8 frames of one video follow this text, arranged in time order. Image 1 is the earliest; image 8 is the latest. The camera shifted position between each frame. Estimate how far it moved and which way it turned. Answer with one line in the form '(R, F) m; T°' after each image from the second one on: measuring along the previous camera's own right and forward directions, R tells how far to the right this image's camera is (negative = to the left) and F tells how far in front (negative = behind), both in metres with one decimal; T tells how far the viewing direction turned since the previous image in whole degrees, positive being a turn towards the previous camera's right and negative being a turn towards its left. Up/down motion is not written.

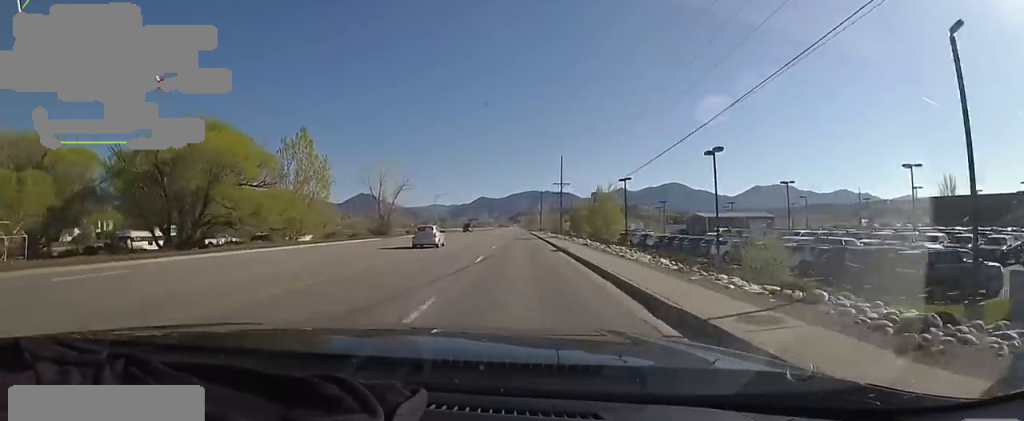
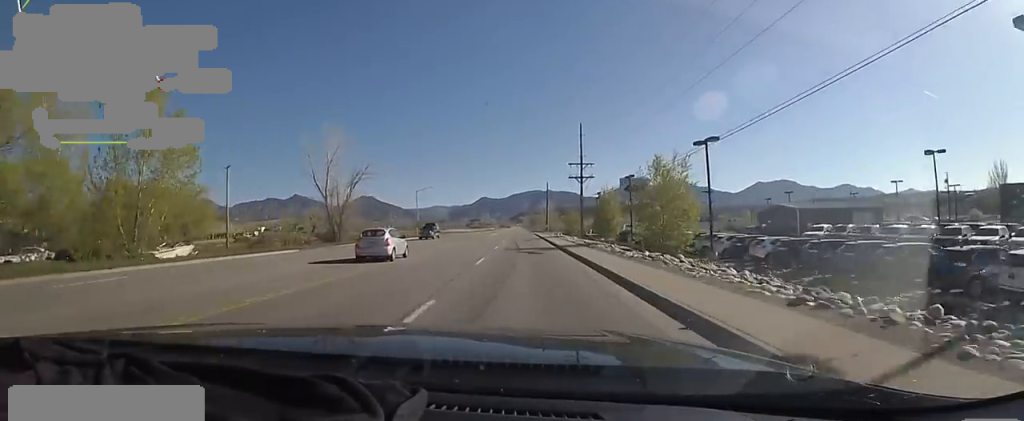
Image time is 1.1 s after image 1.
(0.0, +24.5) m; 0°
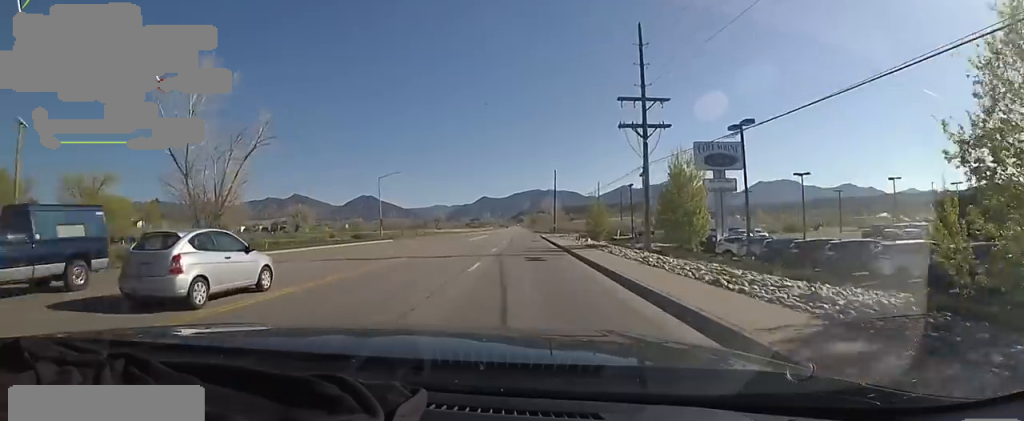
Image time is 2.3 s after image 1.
(0.0, +28.0) m; -1°
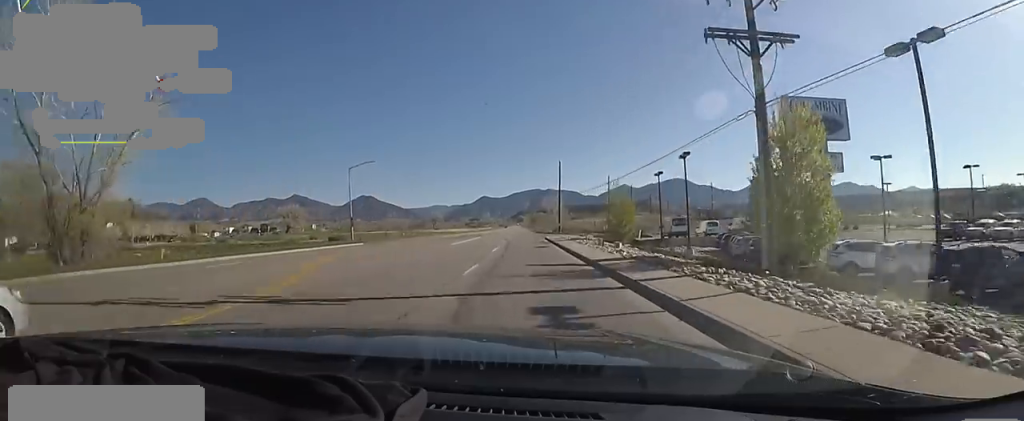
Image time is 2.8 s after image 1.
(-0.2, +13.5) m; 0°
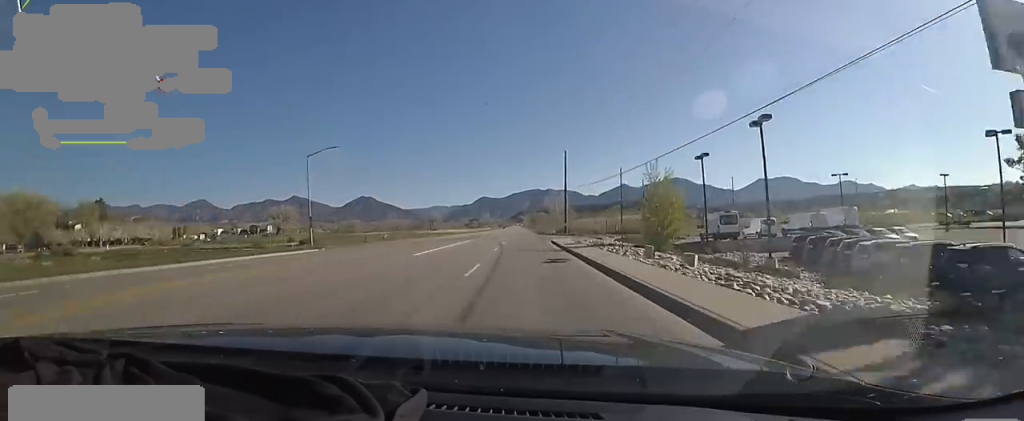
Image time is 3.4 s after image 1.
(-0.1, +12.7) m; 0°
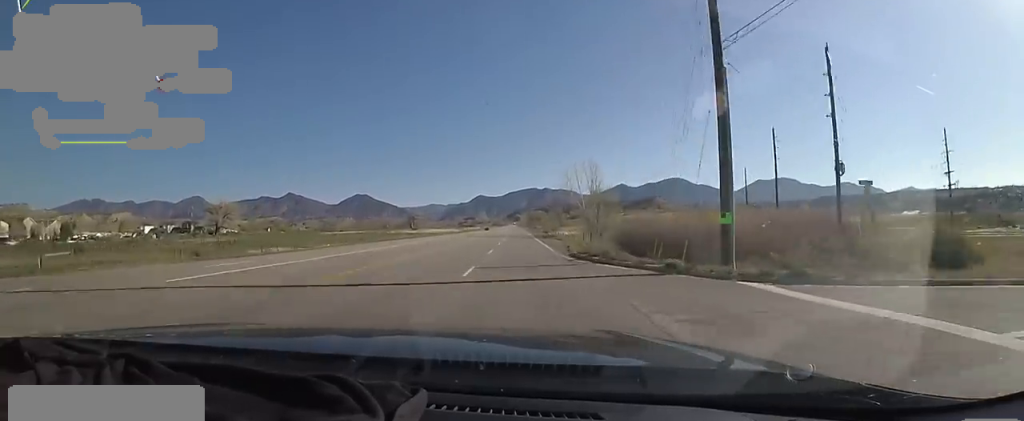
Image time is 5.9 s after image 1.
(+1.9, +61.3) m; +2°
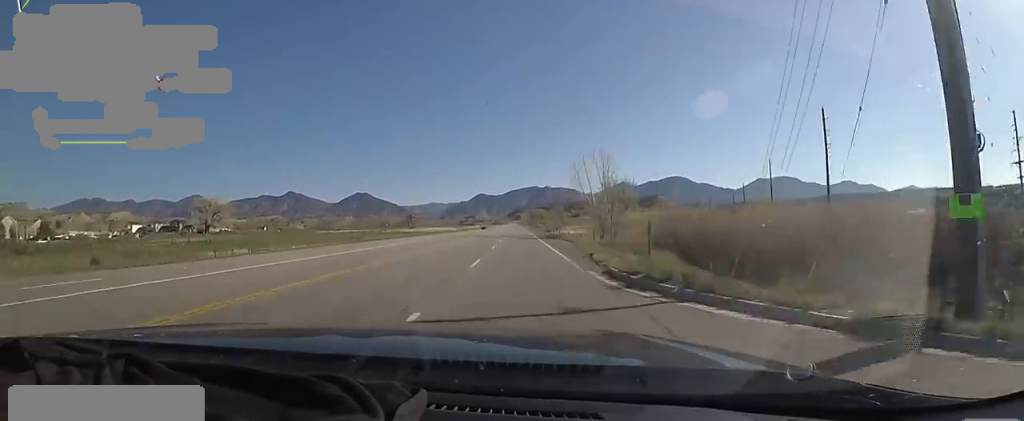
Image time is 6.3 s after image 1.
(+0.2, +9.6) m; 0°
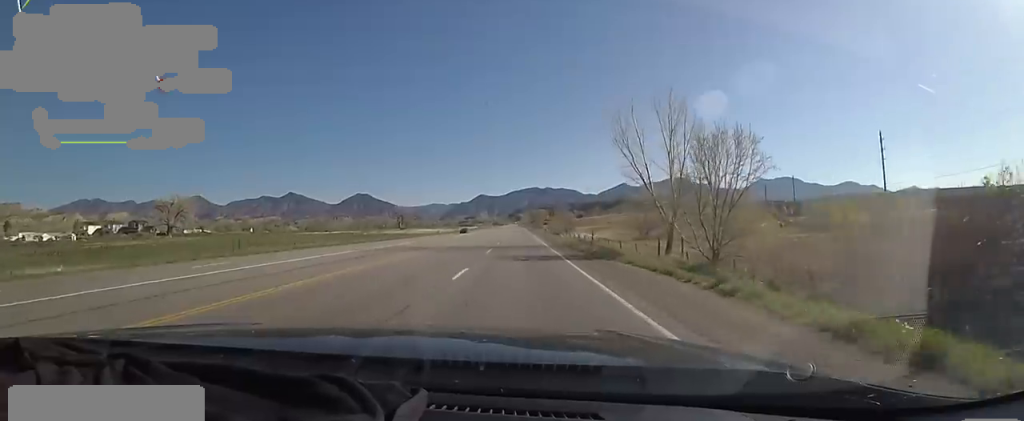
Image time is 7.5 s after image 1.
(-0.6, +28.6) m; -2°
